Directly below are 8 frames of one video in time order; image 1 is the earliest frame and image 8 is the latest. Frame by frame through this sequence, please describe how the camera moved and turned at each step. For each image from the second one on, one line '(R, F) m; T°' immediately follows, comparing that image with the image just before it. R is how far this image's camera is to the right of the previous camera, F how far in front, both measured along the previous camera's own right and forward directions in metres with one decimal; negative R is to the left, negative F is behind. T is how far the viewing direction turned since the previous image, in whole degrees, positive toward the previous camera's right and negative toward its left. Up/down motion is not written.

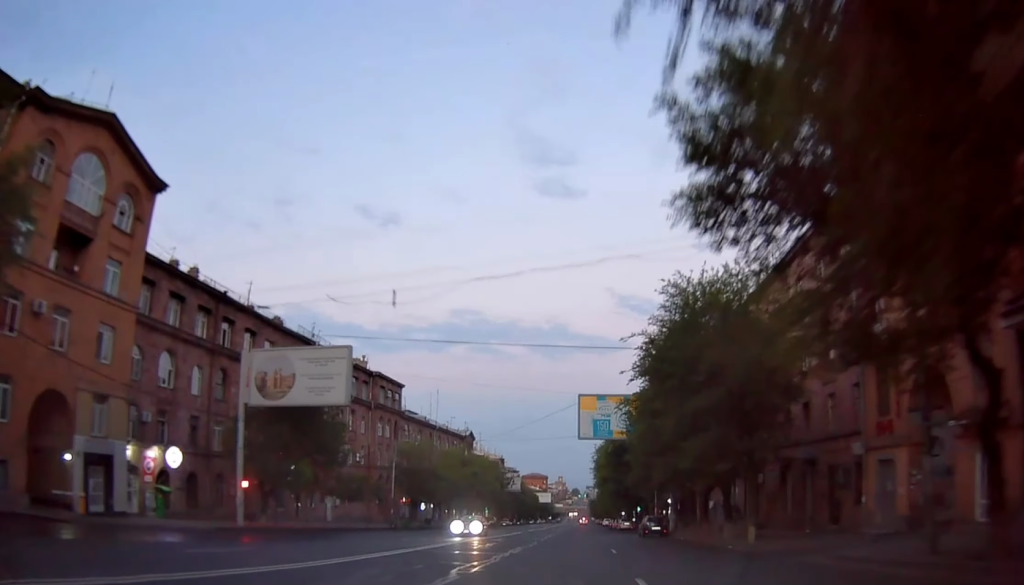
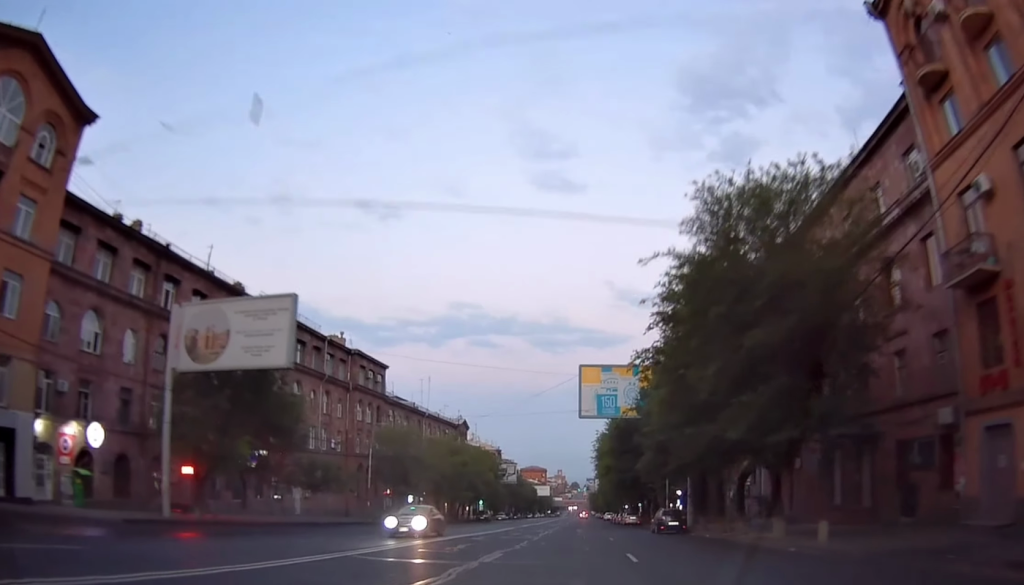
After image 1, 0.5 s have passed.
(-0.1, +7.5) m; 0°
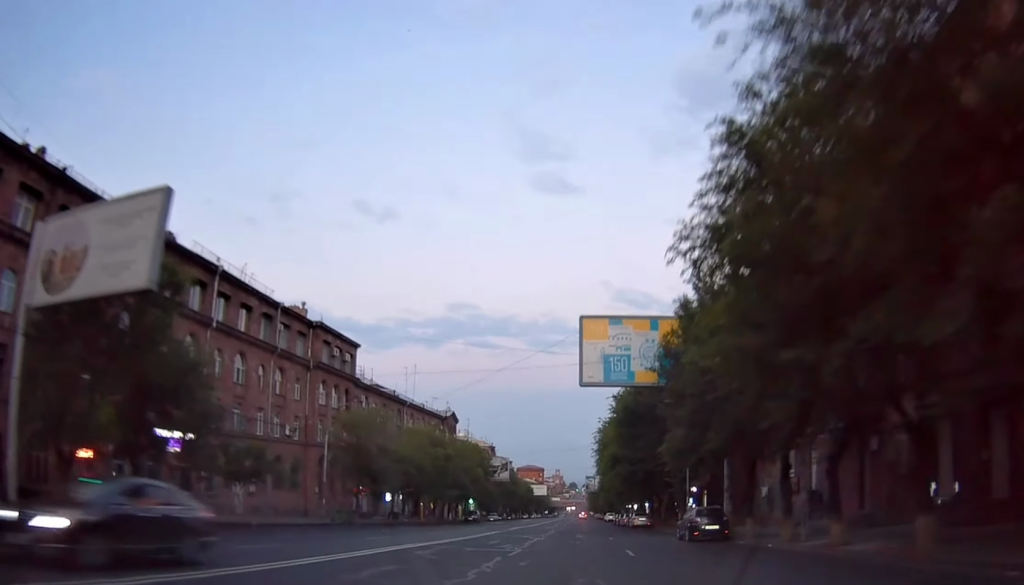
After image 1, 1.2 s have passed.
(+0.1, +10.7) m; +2°
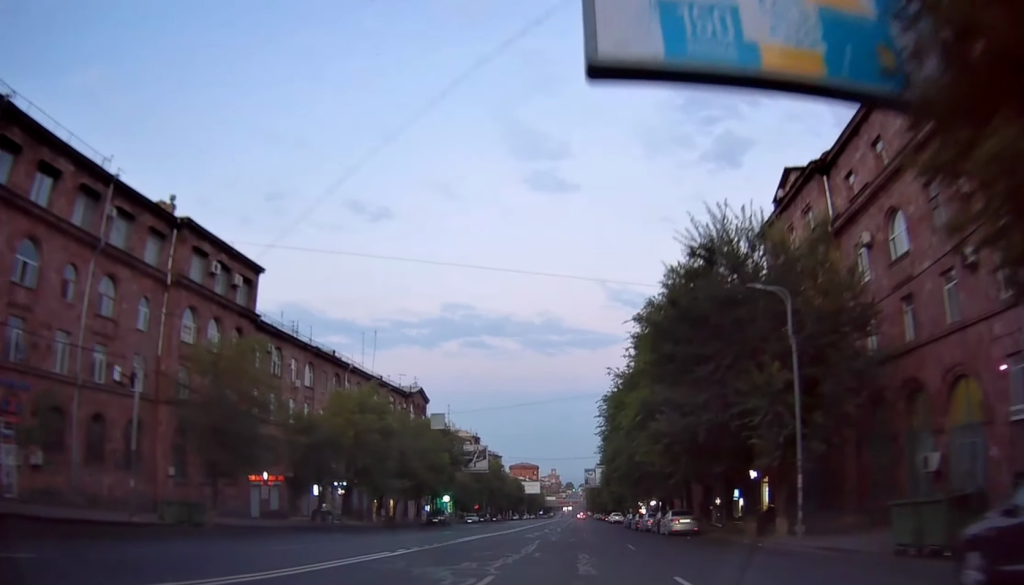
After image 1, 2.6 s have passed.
(+0.8, +23.2) m; +1°
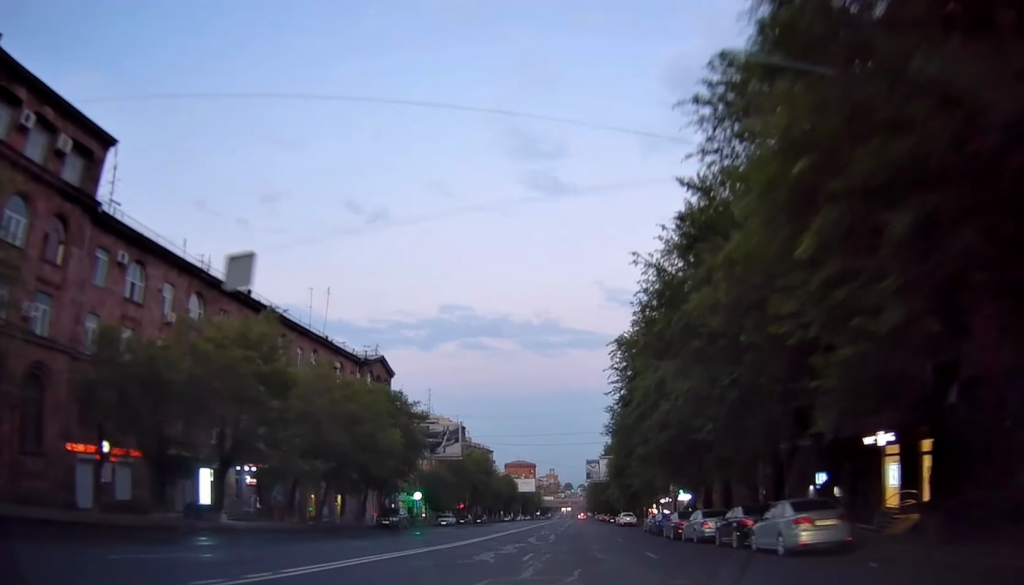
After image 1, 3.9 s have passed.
(-0.3, +20.3) m; 0°
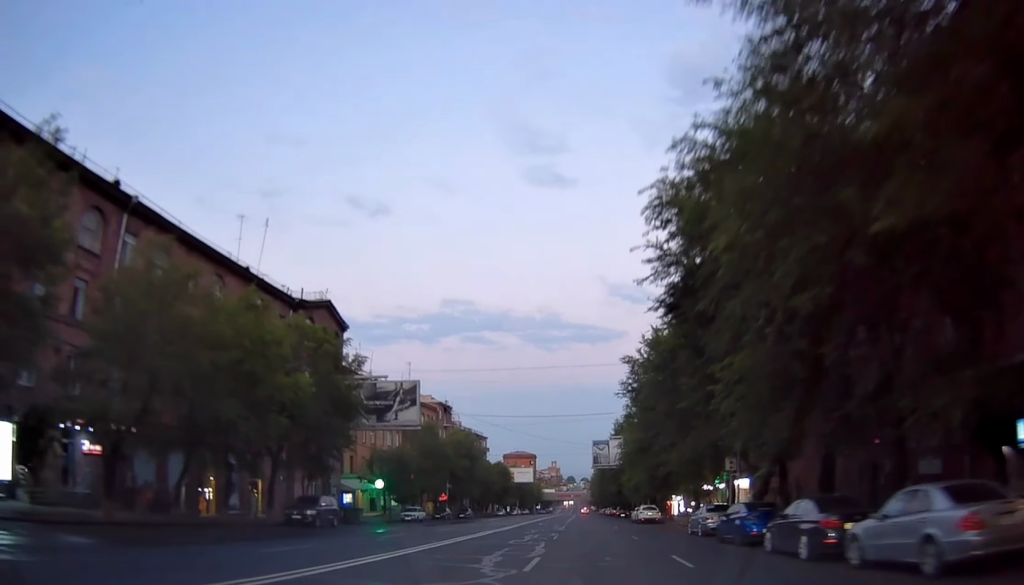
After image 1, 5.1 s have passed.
(+0.3, +19.2) m; 0°
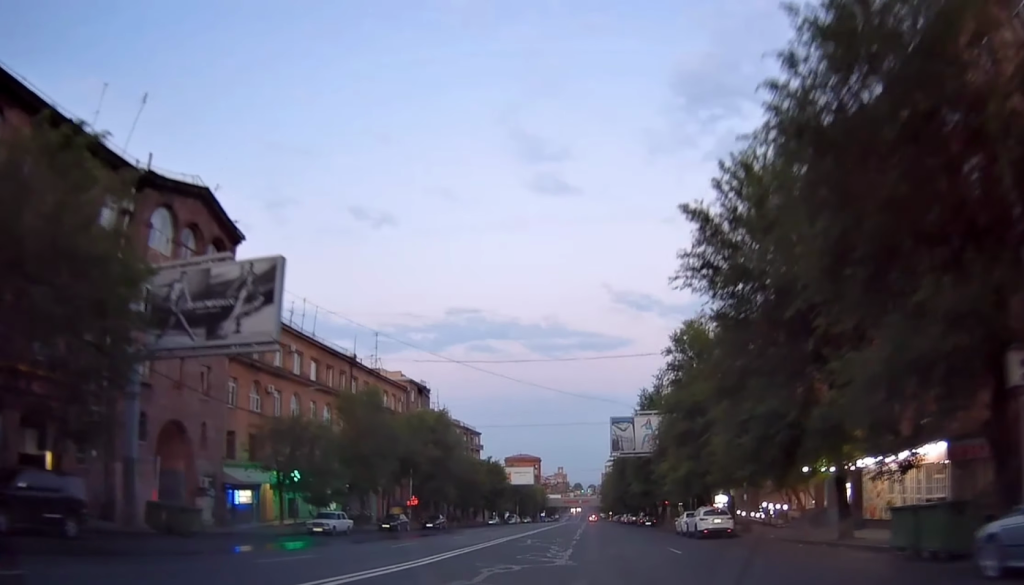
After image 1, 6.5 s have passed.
(-0.7, +24.1) m; -1°
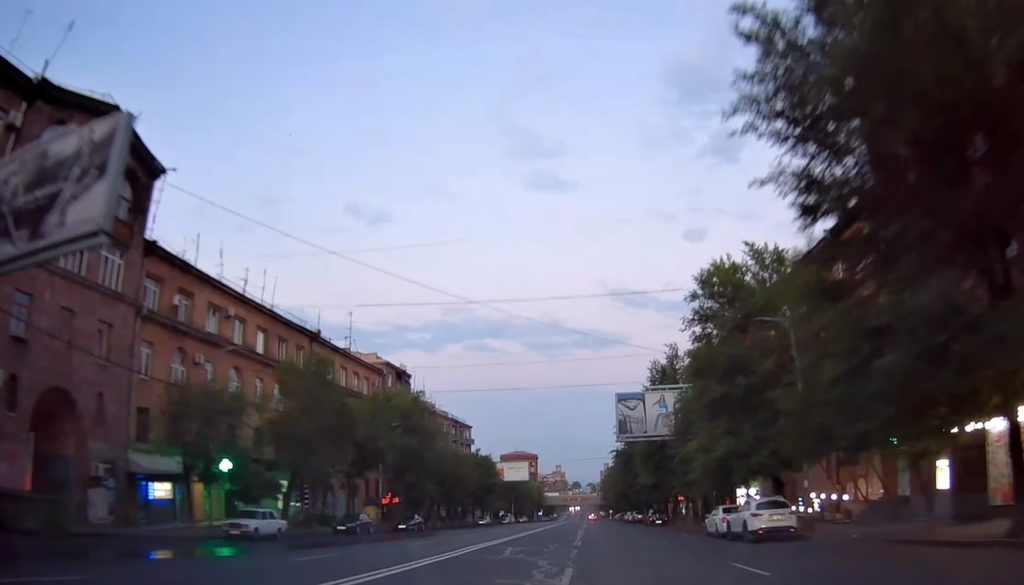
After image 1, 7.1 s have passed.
(+0.2, +10.3) m; 0°
